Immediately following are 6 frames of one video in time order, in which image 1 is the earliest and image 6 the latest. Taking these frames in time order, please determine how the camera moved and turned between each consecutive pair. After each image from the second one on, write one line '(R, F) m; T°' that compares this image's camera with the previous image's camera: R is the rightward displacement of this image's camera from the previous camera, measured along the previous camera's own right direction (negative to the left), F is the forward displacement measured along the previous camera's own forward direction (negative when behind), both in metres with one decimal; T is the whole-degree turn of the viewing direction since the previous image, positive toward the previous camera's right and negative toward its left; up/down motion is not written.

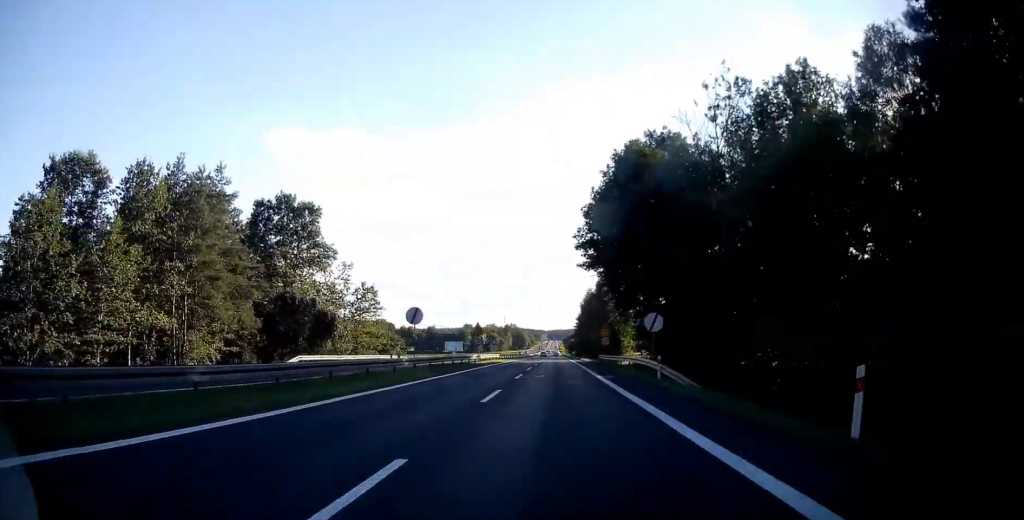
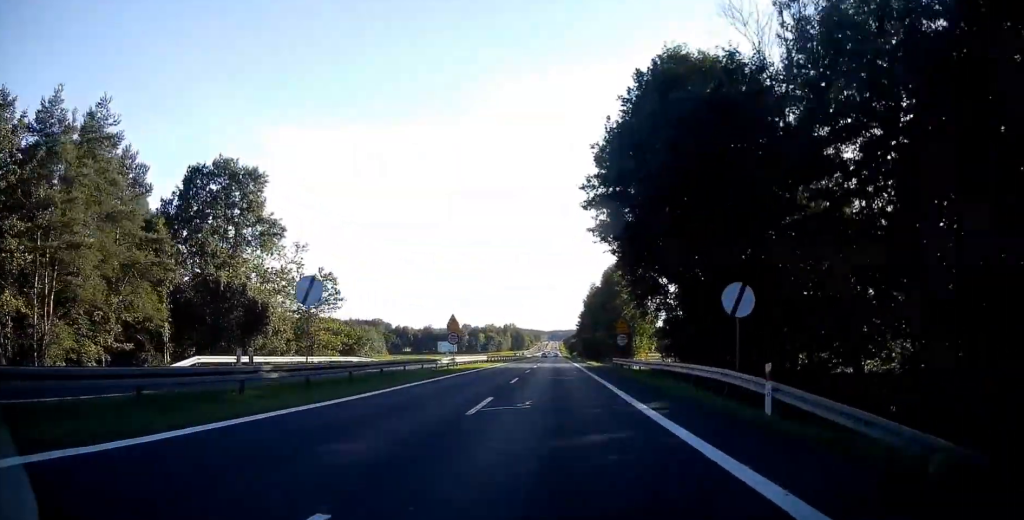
(-0.1, +14.3) m; -1°
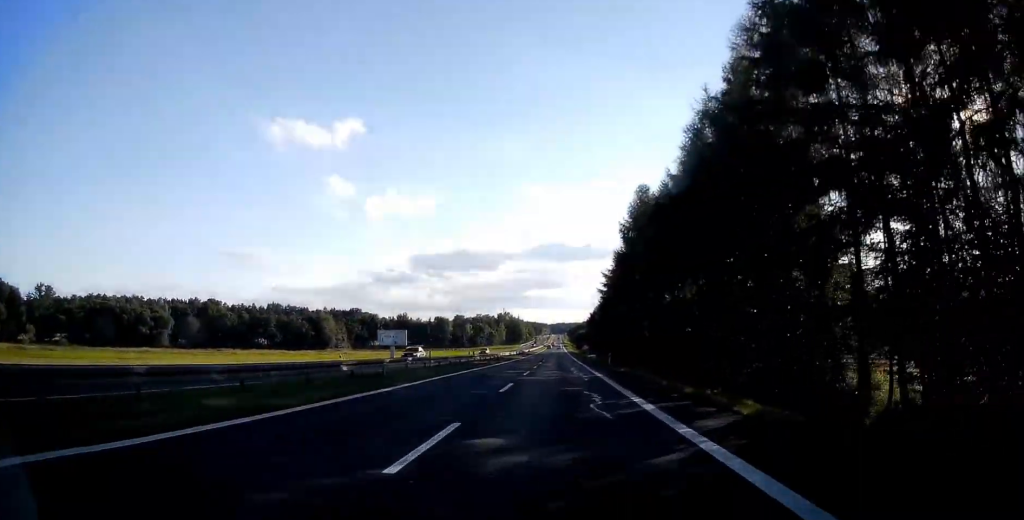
(+0.1, +77.7) m; +1°
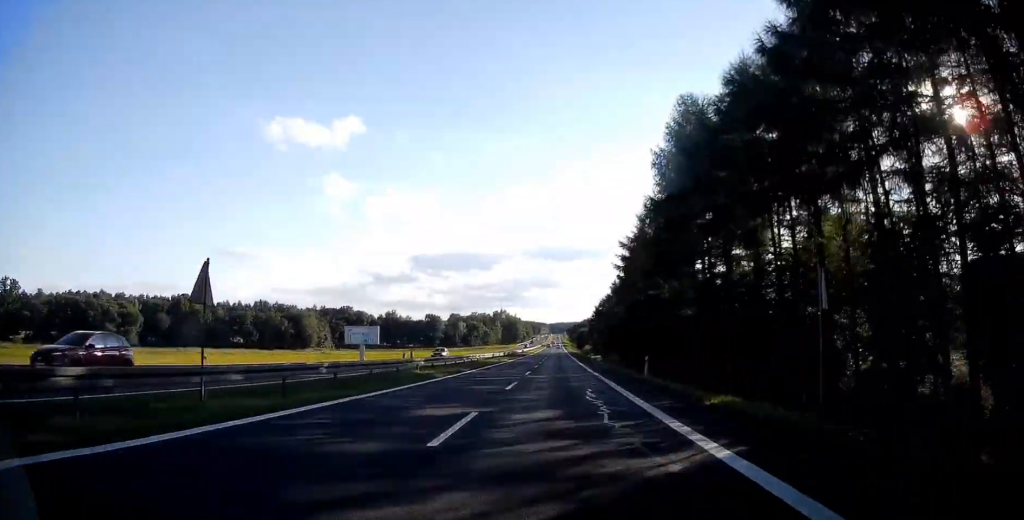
(+0.1, +21.8) m; +1°
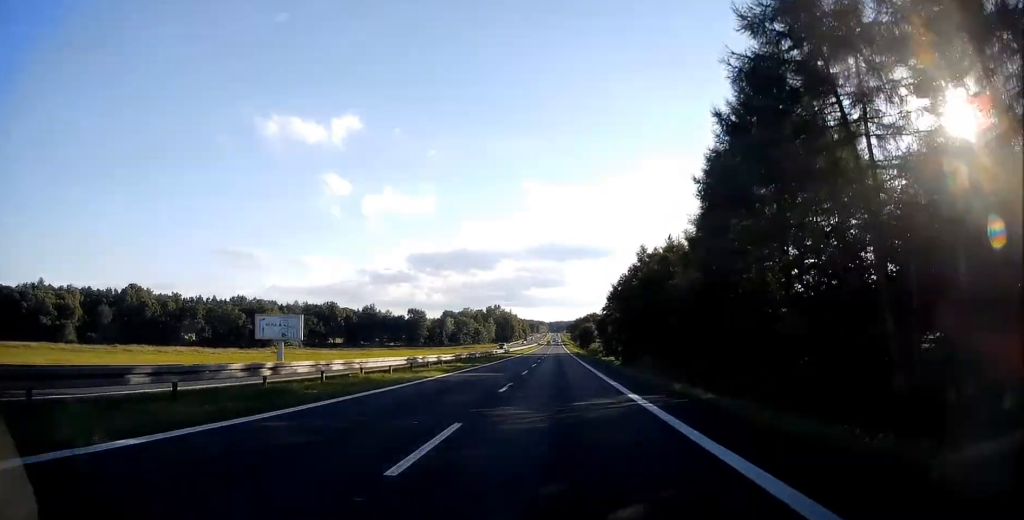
(+0.5, +36.9) m; +2°
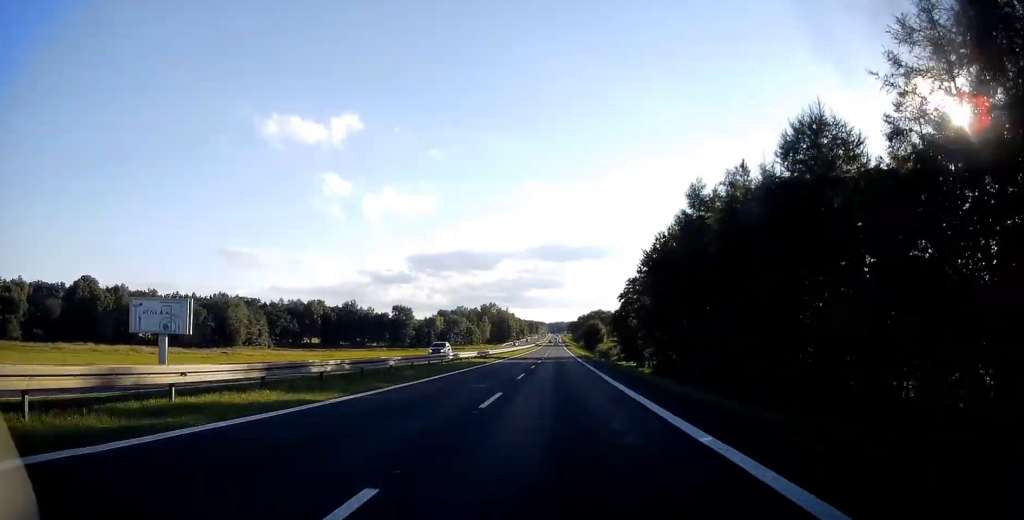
(+0.3, +28.0) m; 0°
